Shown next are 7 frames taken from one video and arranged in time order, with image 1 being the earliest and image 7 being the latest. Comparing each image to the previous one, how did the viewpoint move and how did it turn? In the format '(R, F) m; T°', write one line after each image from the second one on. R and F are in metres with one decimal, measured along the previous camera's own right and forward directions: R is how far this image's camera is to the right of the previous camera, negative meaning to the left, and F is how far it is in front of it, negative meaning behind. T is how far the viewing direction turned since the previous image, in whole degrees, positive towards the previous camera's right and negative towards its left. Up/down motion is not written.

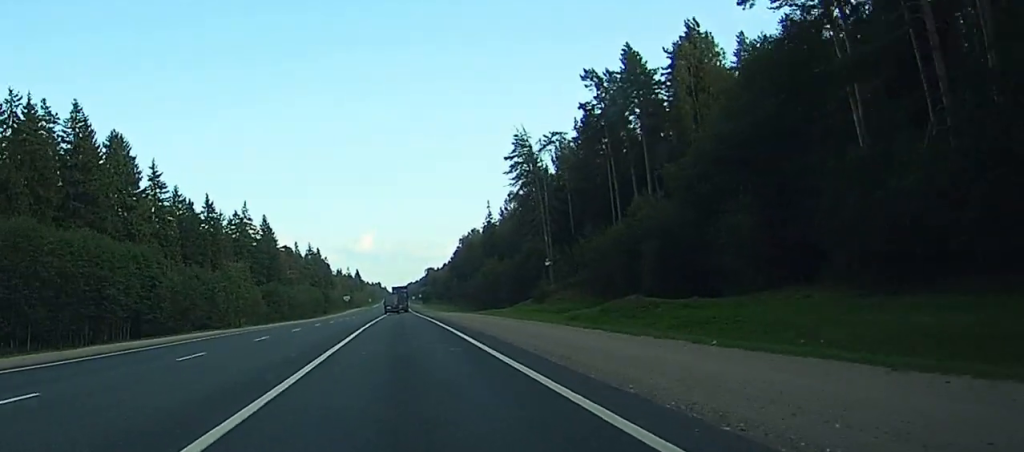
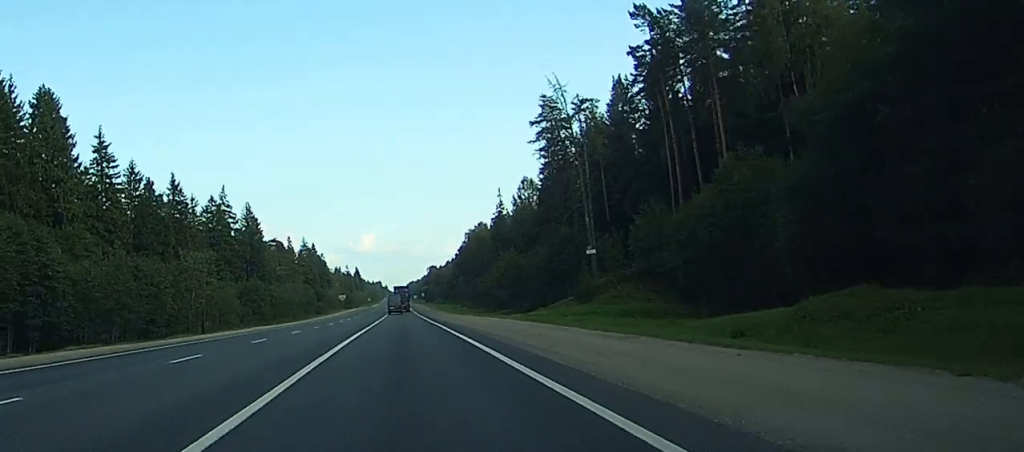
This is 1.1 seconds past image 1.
(0.0, +24.4) m; 0°
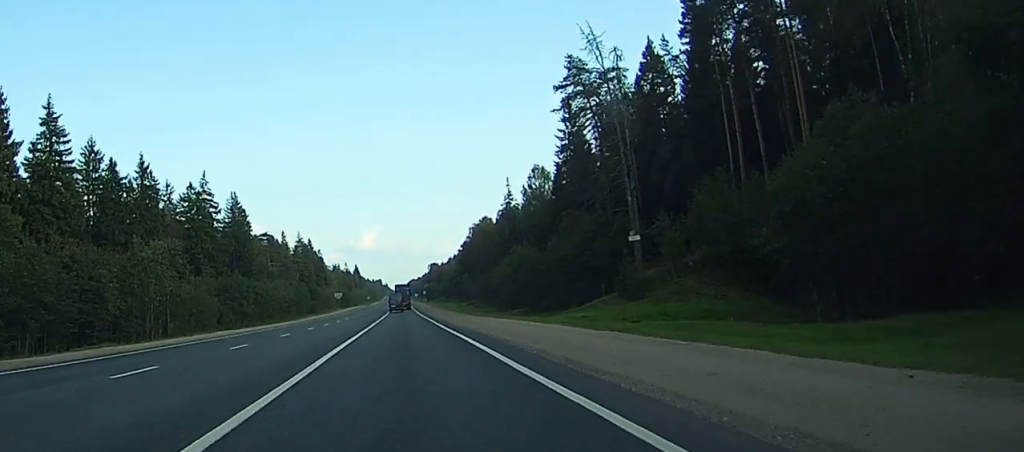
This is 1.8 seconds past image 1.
(0.0, +16.4) m; 0°
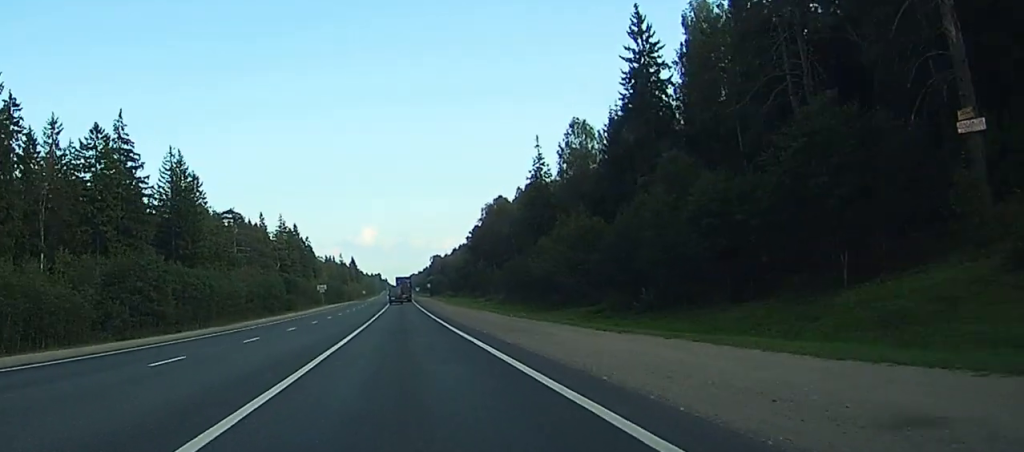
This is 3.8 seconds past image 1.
(-0.2, +45.2) m; 0°
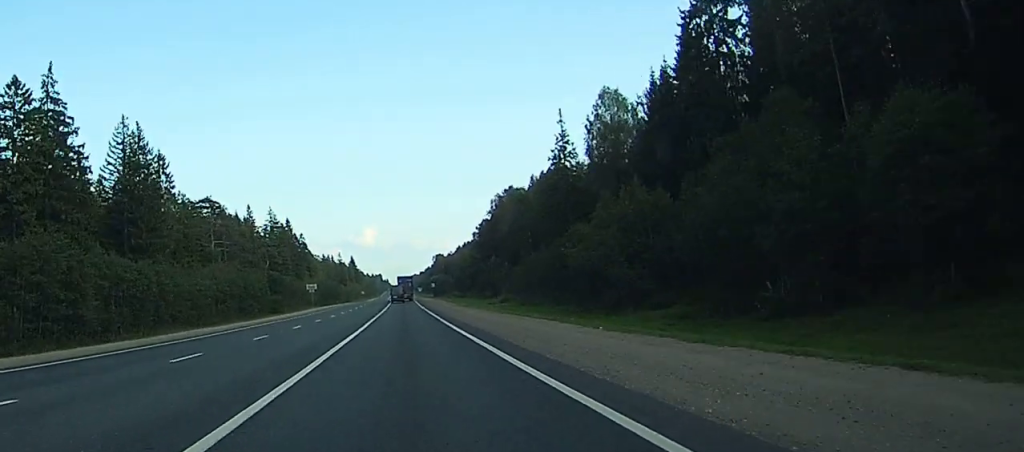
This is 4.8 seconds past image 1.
(0.0, +22.1) m; 0°
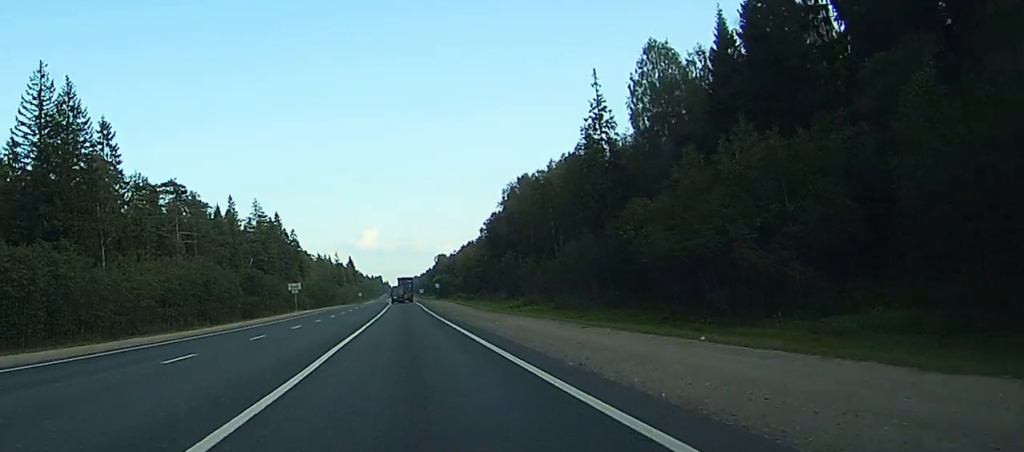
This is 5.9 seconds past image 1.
(0.0, +24.6) m; 0°
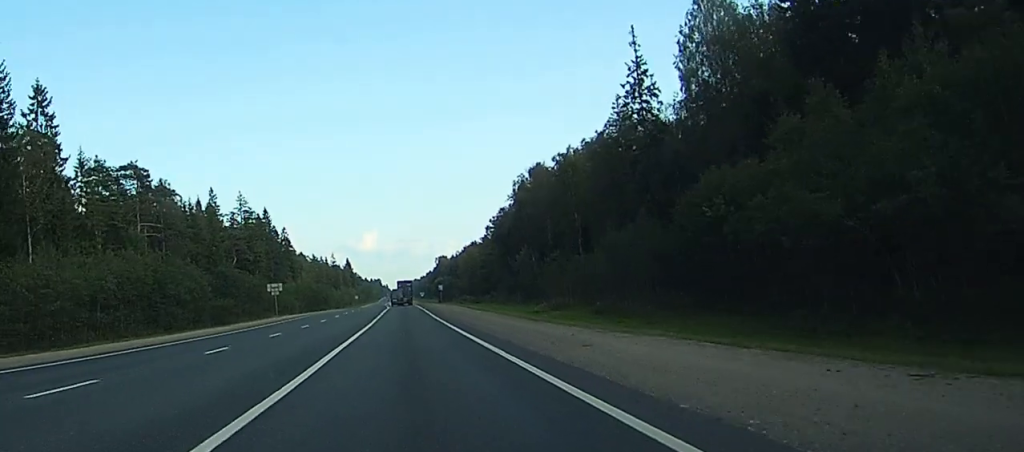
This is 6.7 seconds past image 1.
(0.0, +19.3) m; 0°
